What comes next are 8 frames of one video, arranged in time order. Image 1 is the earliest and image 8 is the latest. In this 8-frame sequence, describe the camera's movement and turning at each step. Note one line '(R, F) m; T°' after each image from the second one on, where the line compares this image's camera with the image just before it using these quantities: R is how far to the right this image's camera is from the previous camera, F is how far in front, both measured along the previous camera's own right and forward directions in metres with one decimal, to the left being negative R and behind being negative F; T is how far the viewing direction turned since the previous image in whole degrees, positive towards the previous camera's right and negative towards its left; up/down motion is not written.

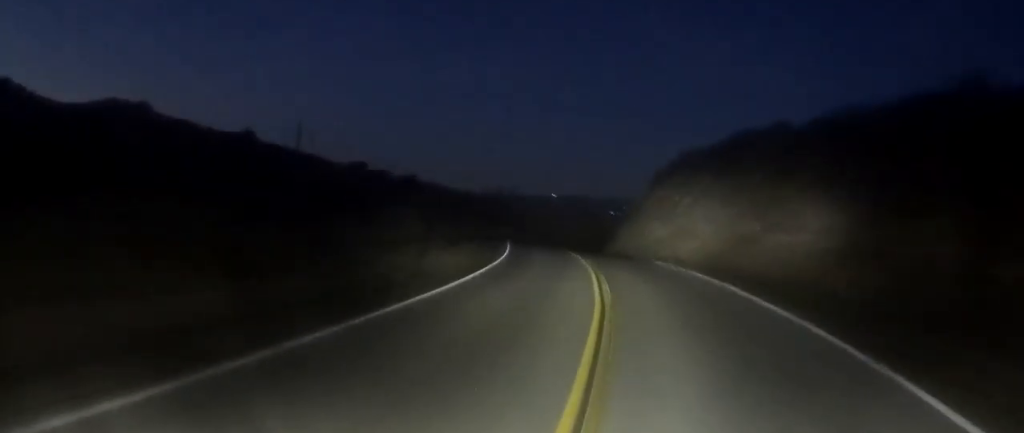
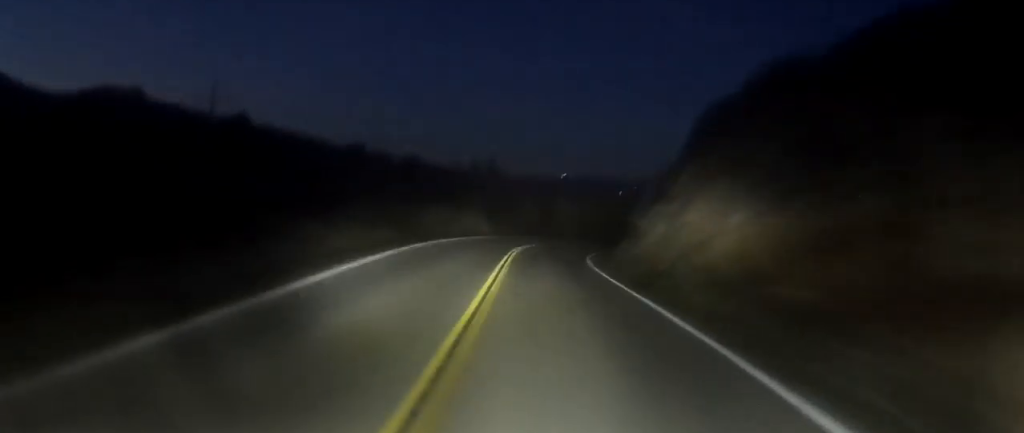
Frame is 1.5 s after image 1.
(-1.1, +25.6) m; -3°
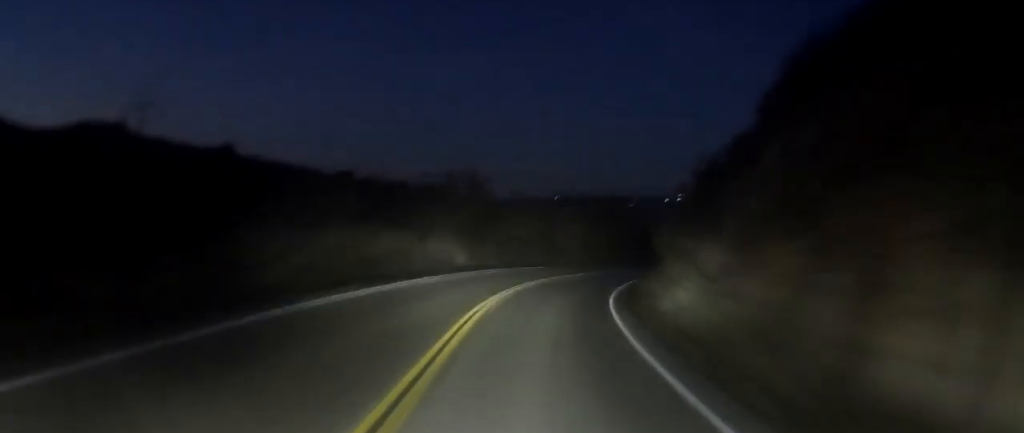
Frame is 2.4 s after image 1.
(+0.1, +12.9) m; +2°
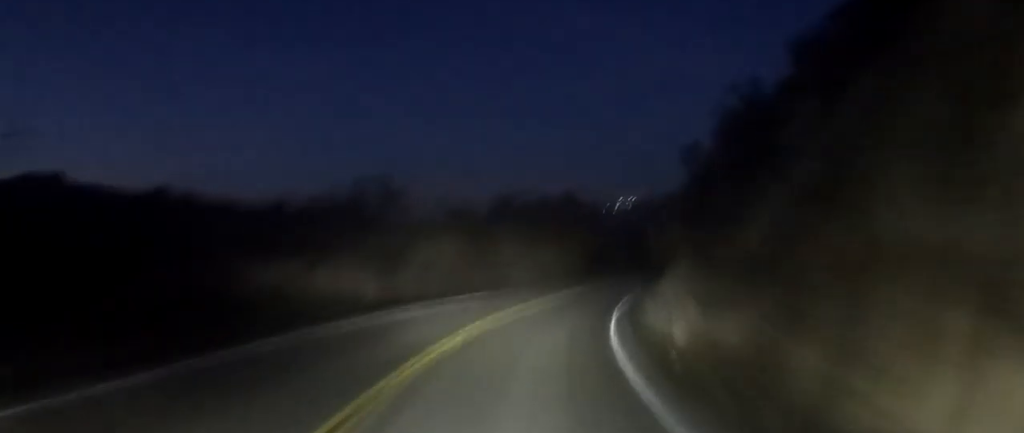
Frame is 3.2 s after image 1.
(+0.4, +11.6) m; +5°
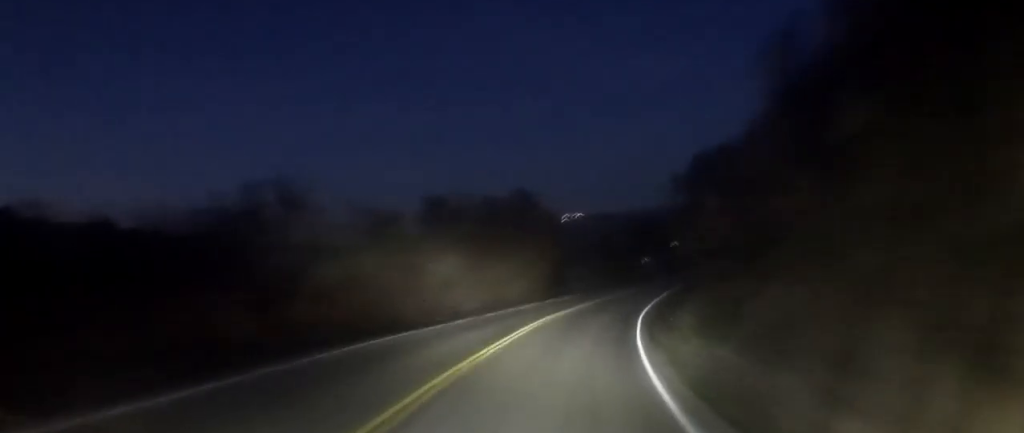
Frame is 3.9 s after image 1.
(+0.4, +10.8) m; +5°
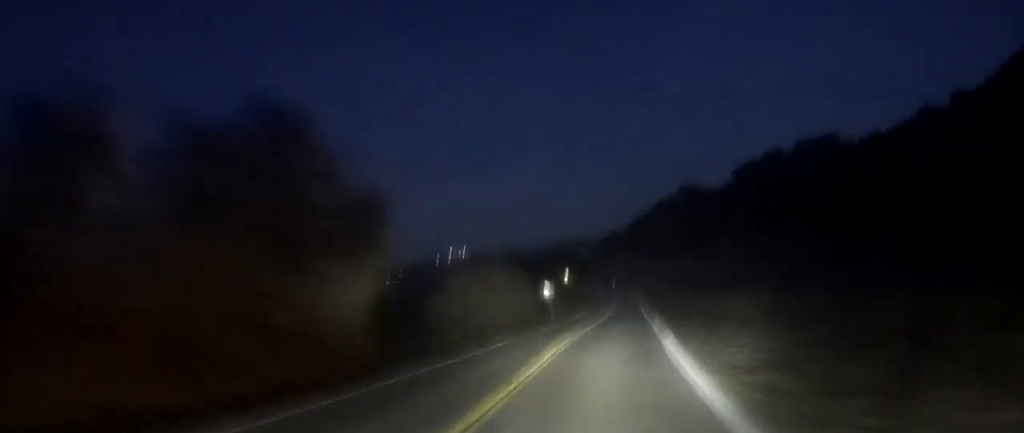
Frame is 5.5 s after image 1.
(+2.4, +24.3) m; +10°
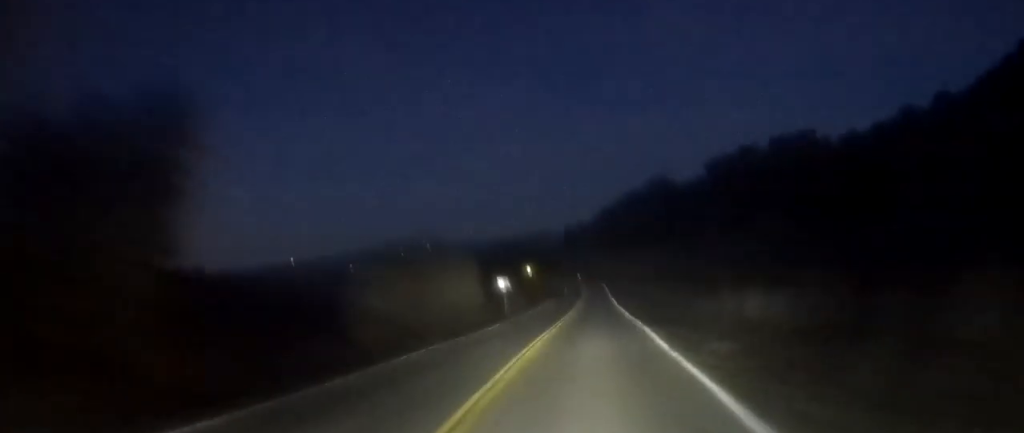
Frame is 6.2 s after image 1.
(+0.3, +10.2) m; +3°
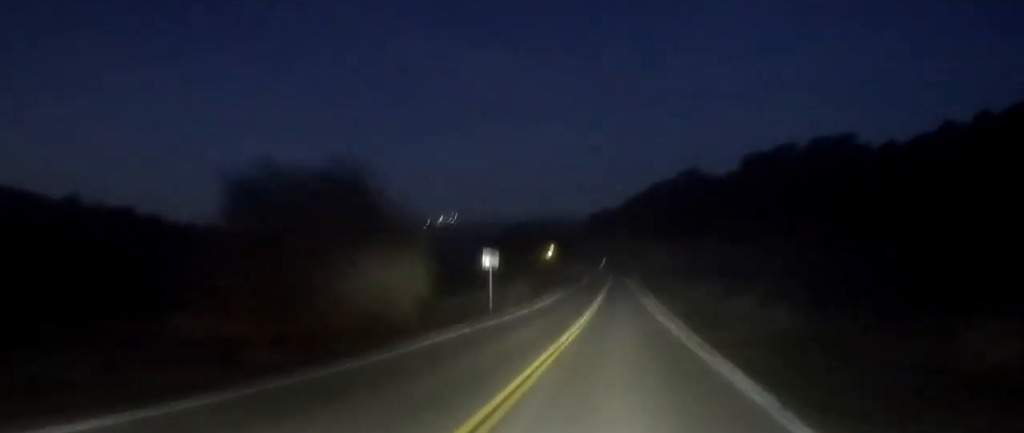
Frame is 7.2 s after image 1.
(+0.6, +16.7) m; +1°
